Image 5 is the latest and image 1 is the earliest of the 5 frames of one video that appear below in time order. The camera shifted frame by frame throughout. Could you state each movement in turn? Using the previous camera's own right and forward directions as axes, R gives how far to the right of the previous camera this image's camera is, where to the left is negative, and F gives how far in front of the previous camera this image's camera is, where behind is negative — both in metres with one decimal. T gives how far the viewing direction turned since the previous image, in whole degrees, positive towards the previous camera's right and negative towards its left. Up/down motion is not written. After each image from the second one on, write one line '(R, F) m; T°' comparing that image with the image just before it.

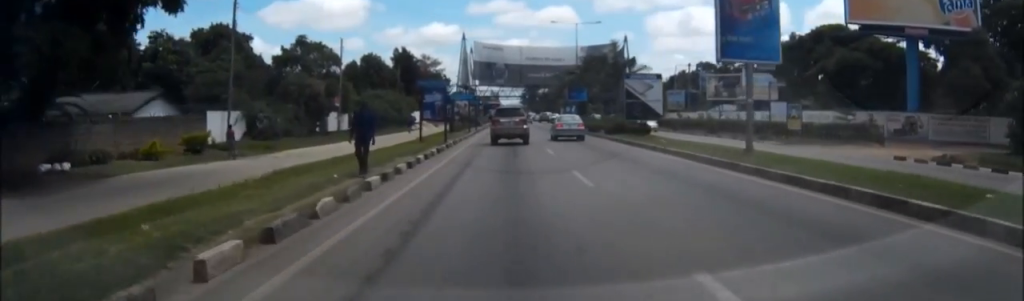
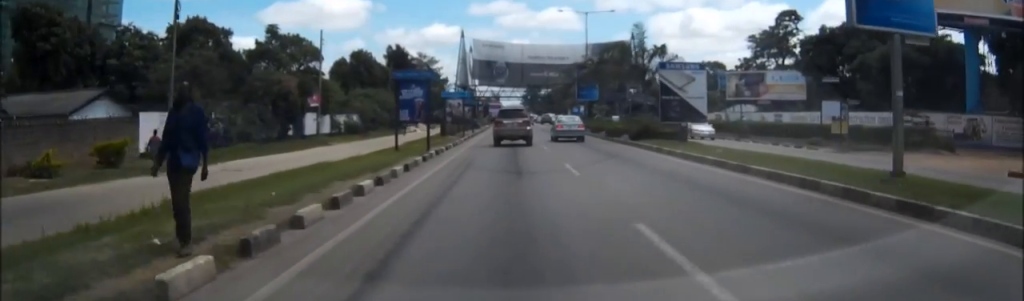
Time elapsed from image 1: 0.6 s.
(0.0, +9.0) m; 0°
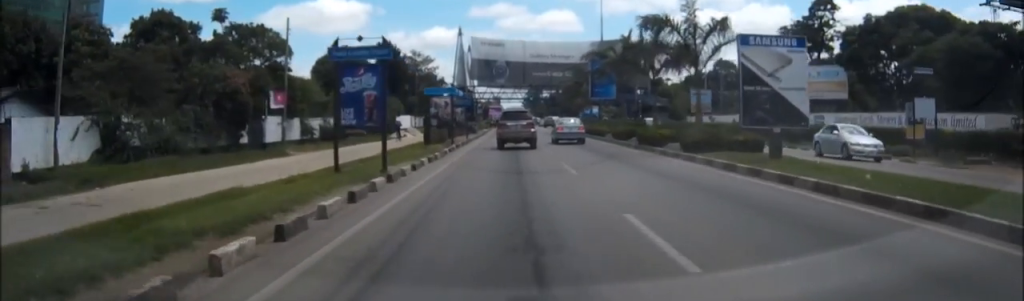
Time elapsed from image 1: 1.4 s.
(0.0, +10.3) m; 0°
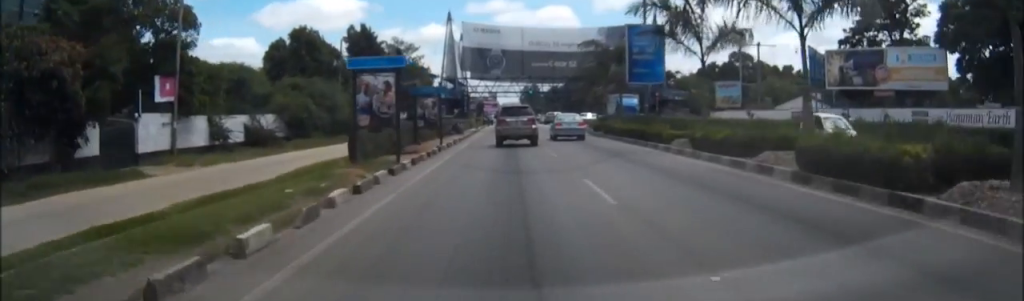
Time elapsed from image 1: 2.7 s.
(0.0, +19.0) m; 0°
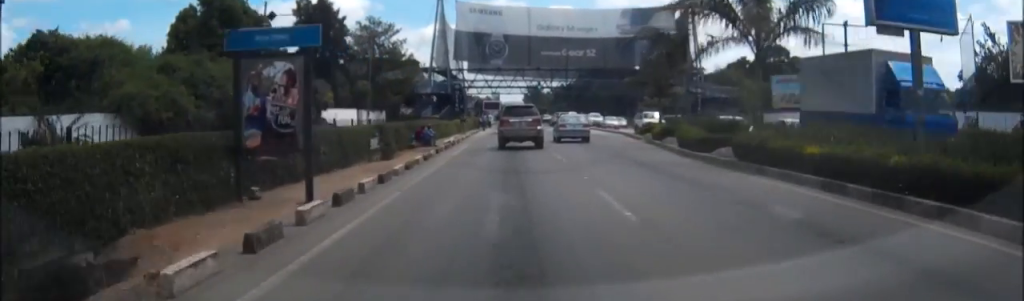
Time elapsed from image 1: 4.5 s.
(-0.1, +26.2) m; 0°
